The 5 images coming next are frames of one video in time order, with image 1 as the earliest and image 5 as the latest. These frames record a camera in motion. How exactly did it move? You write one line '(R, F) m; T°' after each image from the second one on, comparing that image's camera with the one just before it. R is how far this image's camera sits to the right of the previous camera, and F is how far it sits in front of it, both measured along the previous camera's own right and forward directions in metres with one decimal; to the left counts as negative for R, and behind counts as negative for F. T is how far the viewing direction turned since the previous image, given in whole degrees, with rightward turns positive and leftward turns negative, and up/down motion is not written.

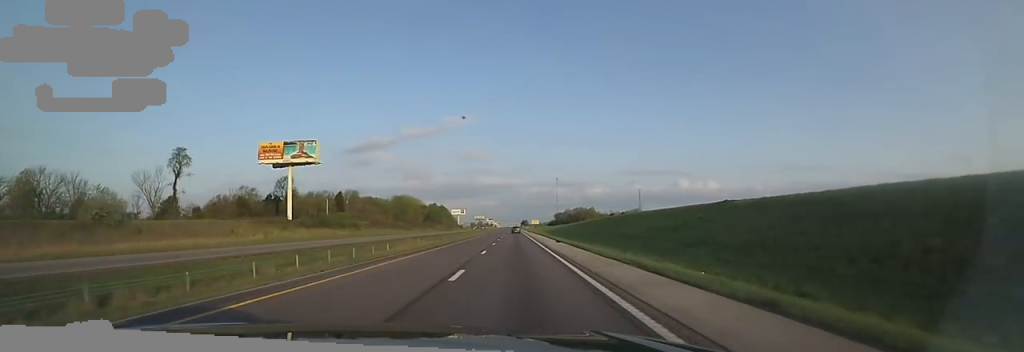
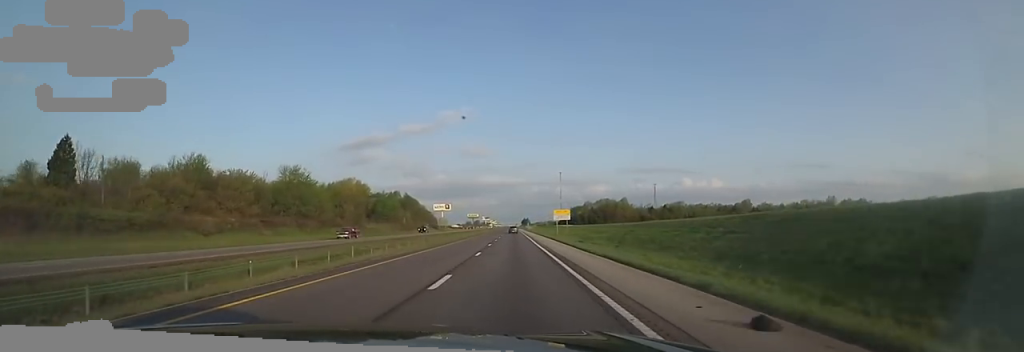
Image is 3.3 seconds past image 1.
(-2.0, +112.7) m; -2°
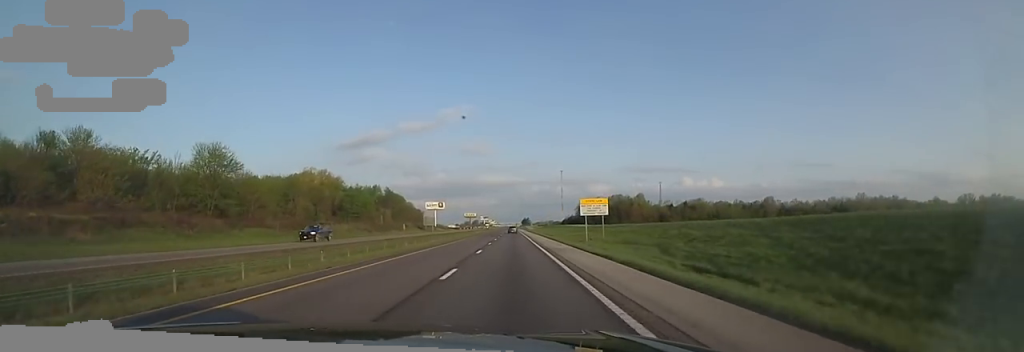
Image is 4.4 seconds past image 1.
(+0.6, +34.5) m; +2°
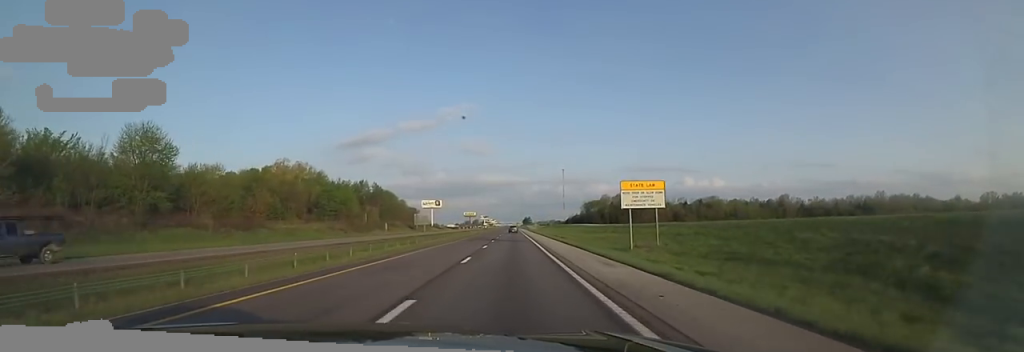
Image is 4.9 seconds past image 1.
(+0.3, +19.6) m; +1°
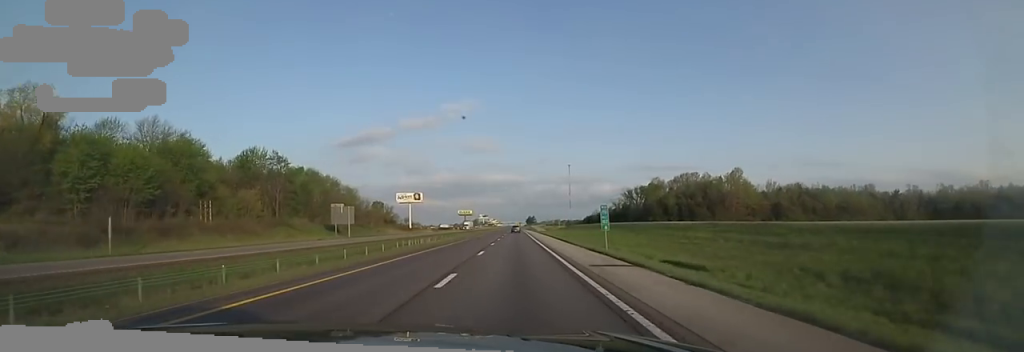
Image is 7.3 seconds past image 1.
(-2.6, +82.2) m; -2°
